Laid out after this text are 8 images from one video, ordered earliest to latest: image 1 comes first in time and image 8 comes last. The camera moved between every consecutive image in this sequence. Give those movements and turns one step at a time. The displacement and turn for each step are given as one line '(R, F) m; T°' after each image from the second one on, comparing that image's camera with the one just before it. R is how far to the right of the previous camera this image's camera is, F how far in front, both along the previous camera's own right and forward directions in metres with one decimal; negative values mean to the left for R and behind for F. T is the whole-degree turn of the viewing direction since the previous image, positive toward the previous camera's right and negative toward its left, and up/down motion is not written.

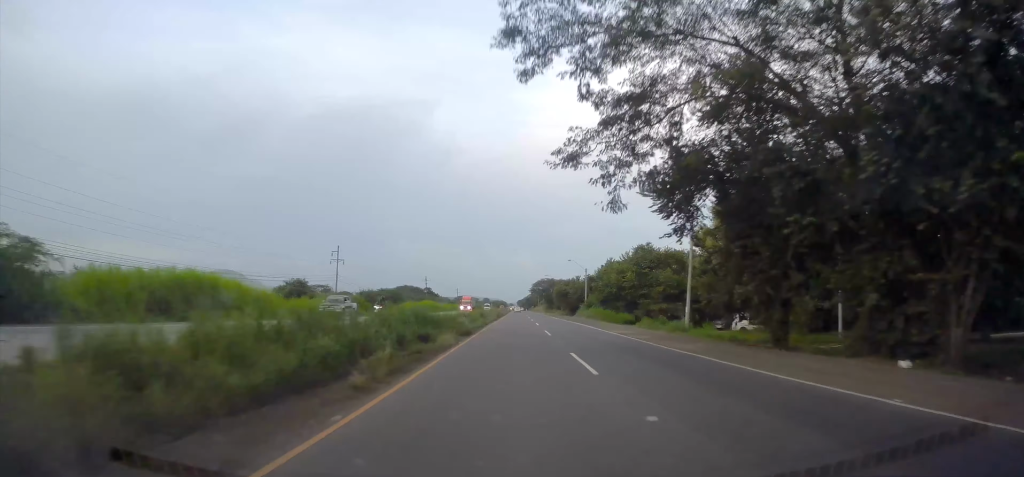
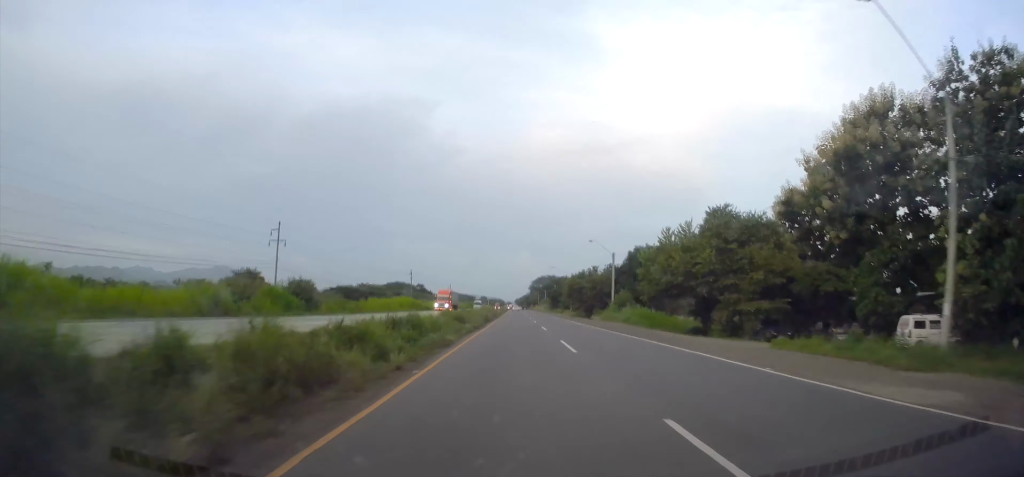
(+0.4, +25.8) m; 0°
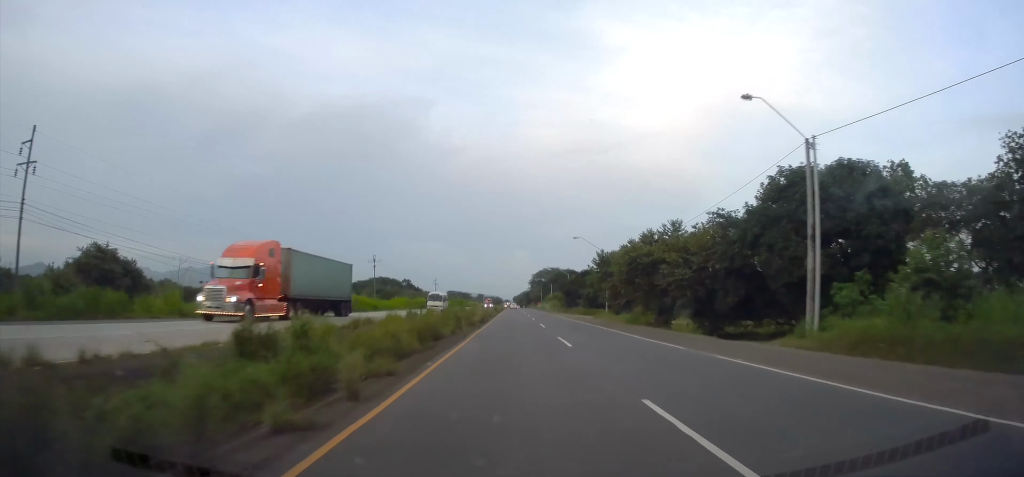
(-0.1, +43.8) m; 0°
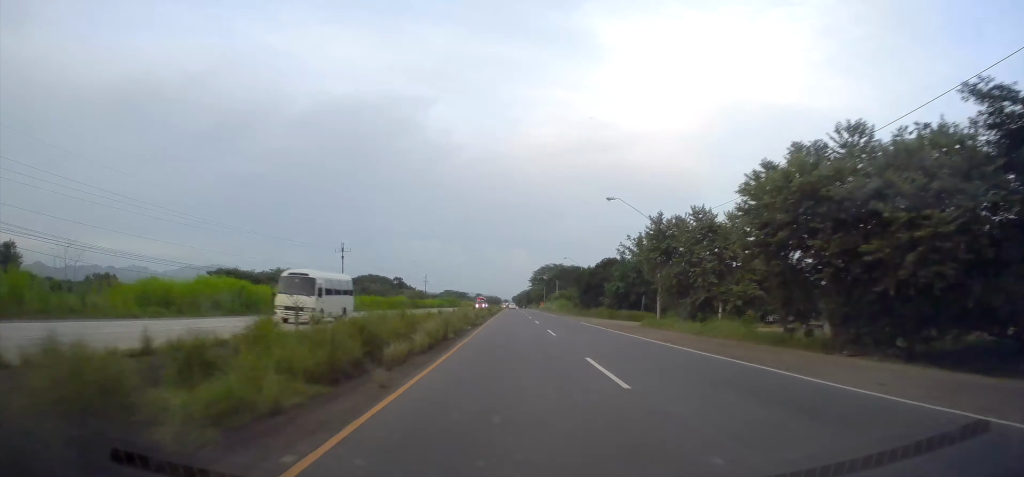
(-0.3, +23.9) m; 0°
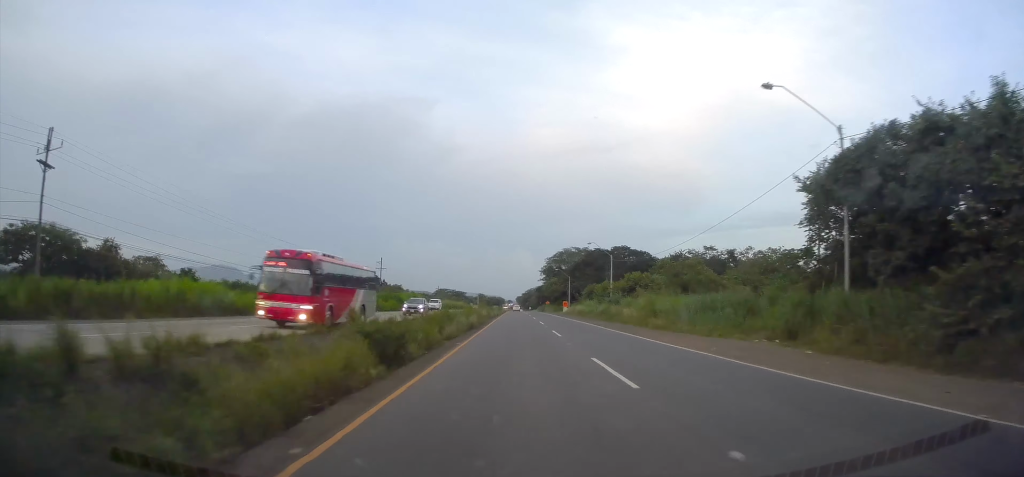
(+1.3, +74.4) m; +1°
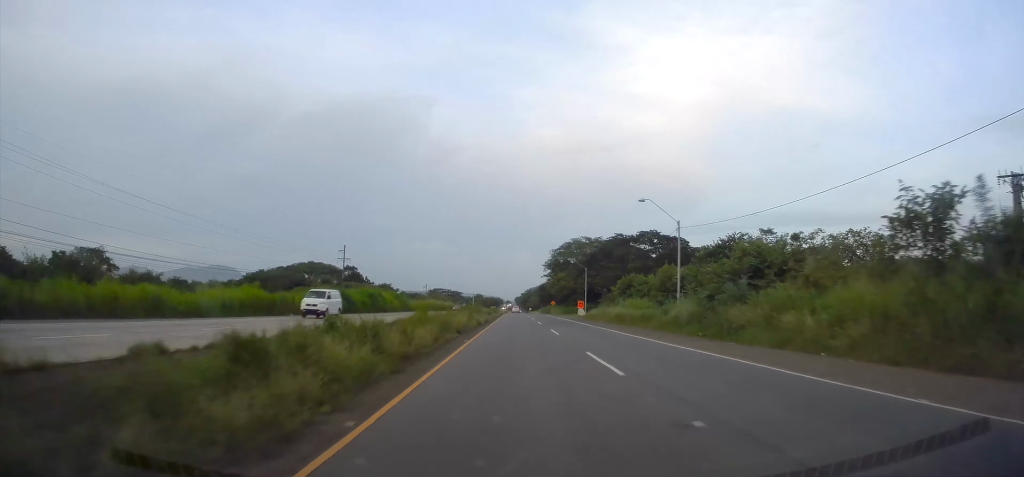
(+0.3, +28.3) m; 0°
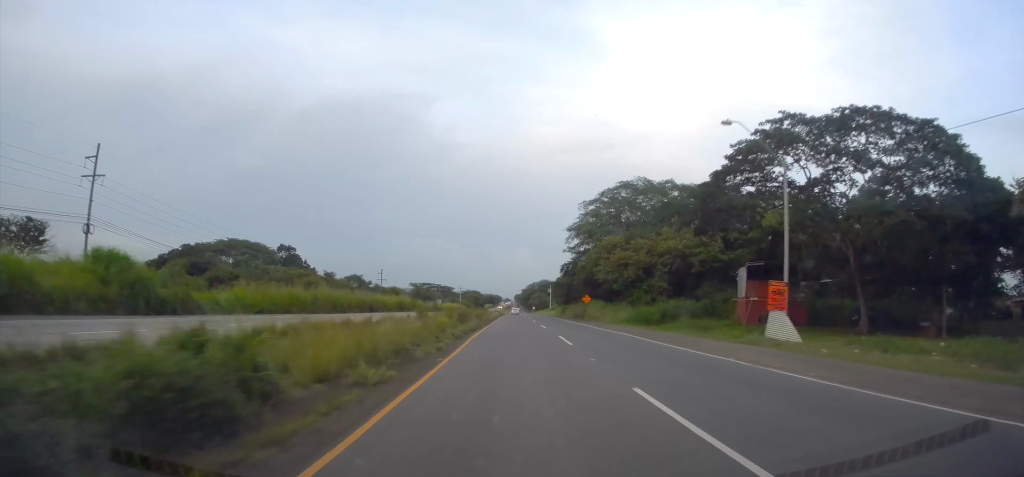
(-0.5, +67.2) m; 0°
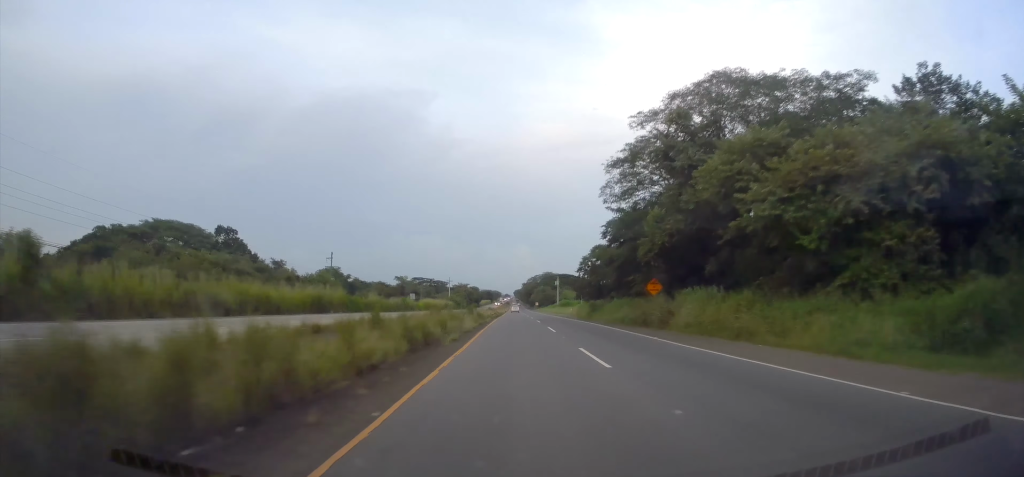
(+0.2, +37.0) m; 0°
